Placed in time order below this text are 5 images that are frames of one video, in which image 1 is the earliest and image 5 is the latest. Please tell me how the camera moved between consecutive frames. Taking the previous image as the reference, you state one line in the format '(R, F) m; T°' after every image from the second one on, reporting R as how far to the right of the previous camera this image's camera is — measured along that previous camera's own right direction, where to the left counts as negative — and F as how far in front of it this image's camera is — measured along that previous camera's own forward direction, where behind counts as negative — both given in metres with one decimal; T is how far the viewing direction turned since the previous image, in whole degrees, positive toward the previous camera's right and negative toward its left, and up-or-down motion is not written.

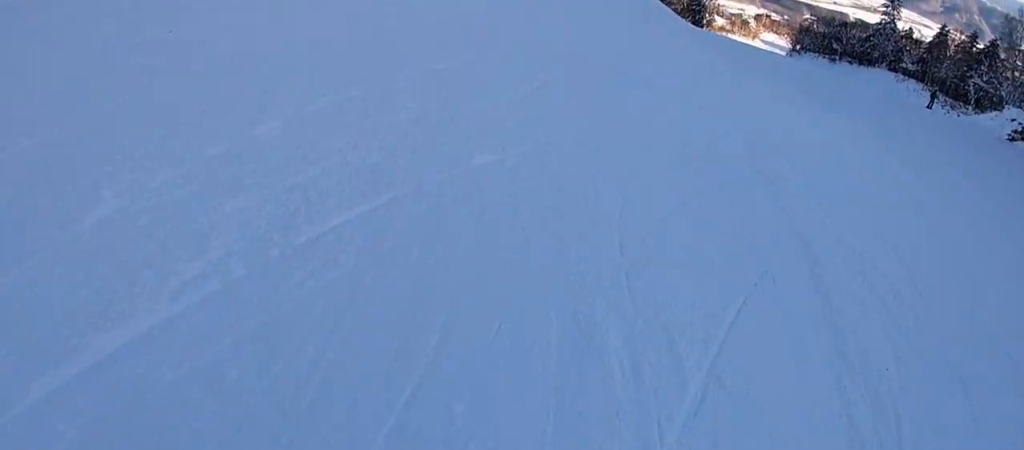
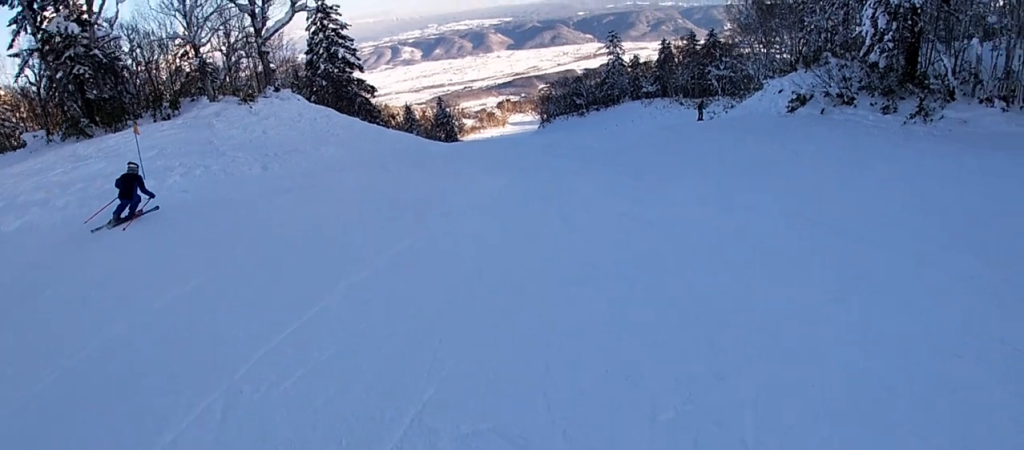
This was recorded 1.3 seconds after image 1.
(-0.5, +5.7) m; +13°
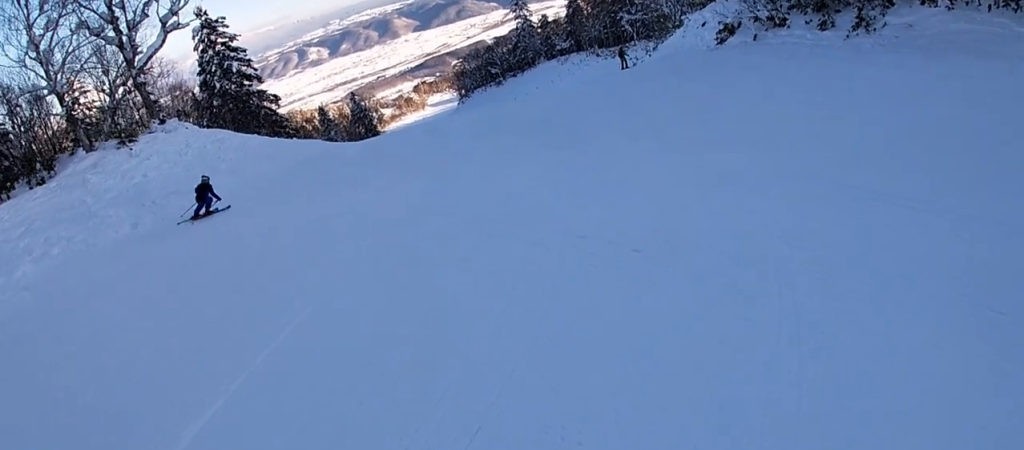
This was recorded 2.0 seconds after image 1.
(+1.0, +3.0) m; +12°
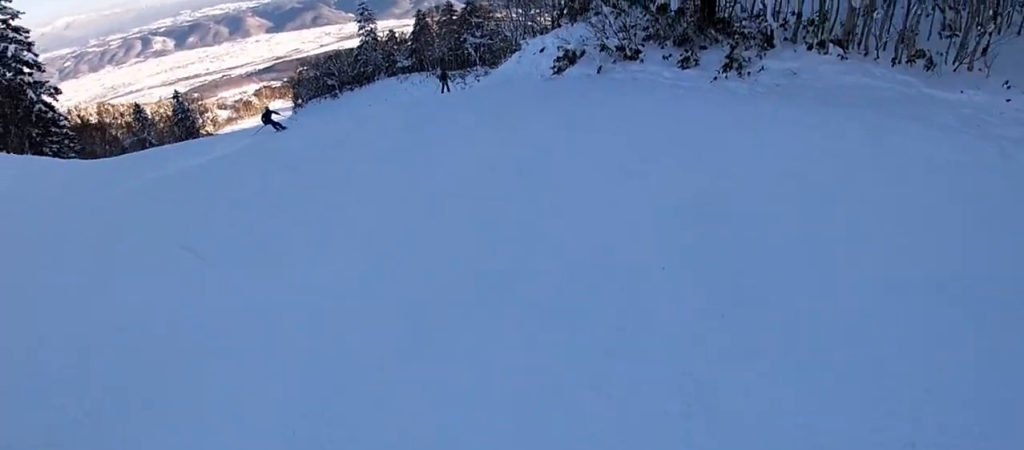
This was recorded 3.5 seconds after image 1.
(+0.7, +7.3) m; +5°
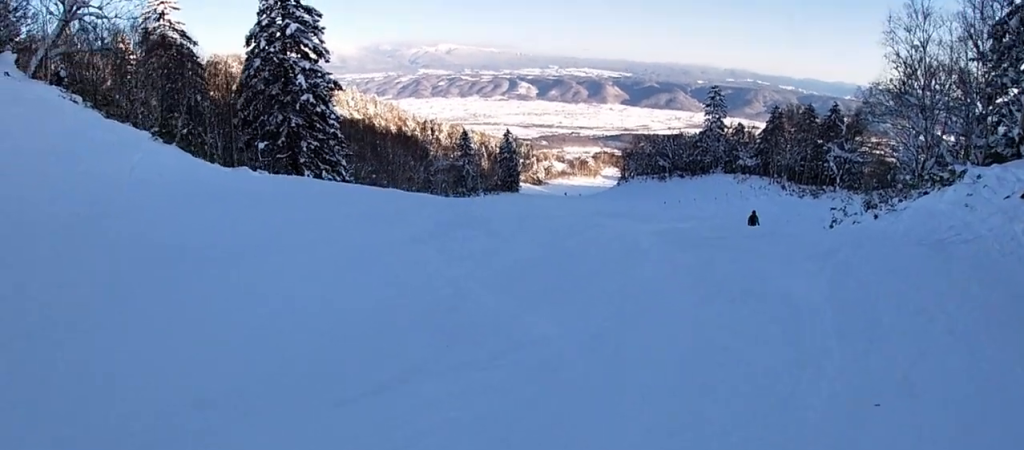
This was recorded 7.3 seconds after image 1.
(-6.1, +13.7) m; -30°
